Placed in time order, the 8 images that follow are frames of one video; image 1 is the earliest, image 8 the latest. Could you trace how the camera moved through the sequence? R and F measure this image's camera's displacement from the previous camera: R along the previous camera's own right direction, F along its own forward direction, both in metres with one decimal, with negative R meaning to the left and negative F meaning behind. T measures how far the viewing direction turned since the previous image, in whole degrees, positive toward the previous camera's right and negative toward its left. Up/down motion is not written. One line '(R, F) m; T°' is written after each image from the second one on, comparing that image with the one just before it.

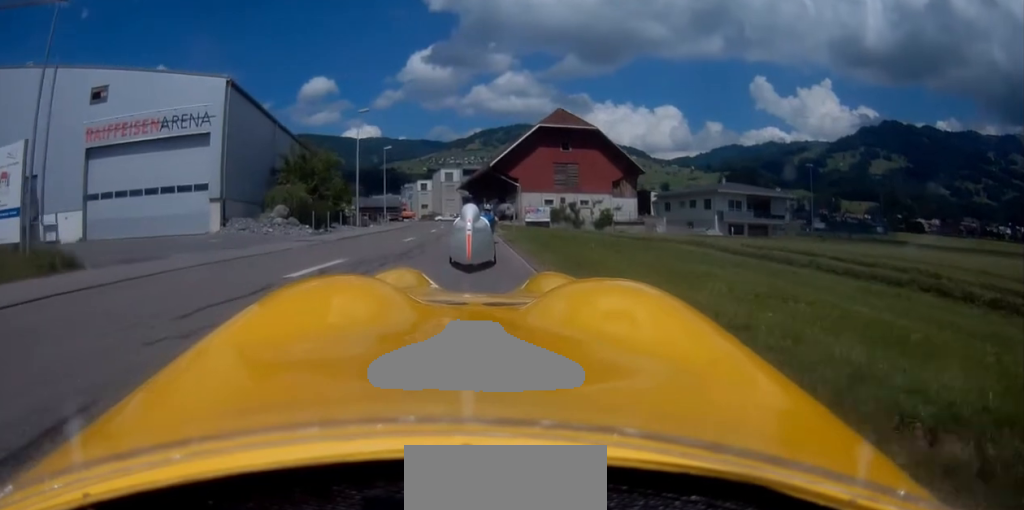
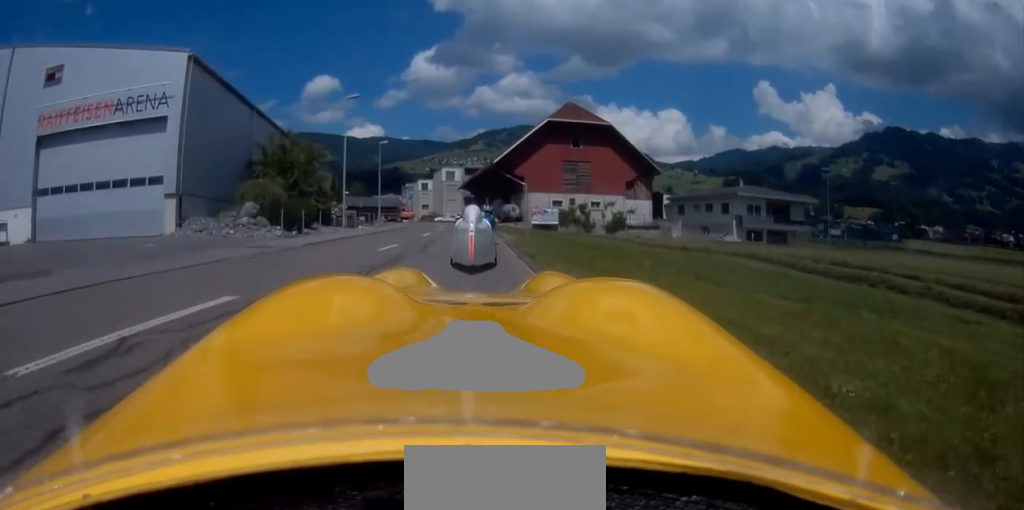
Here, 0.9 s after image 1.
(+0.2, +4.8) m; +2°
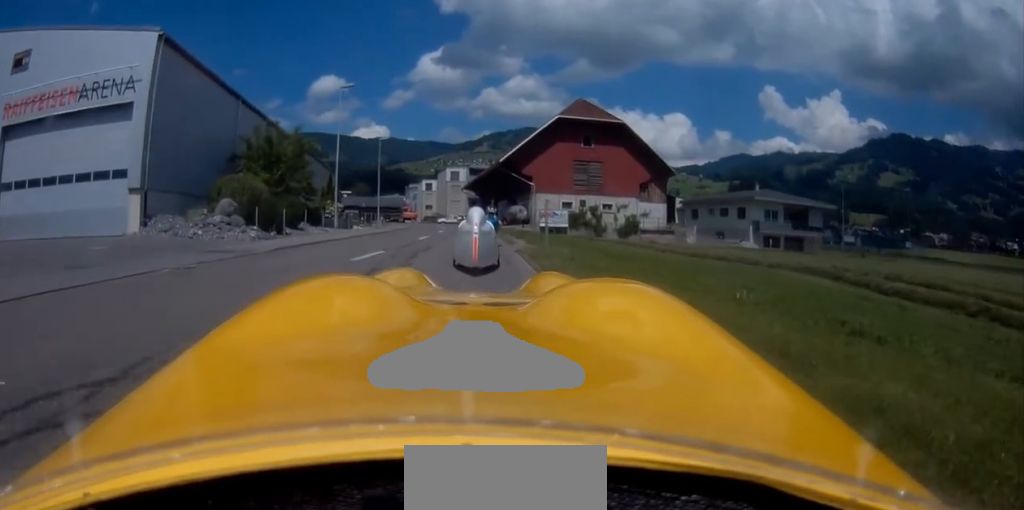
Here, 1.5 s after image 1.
(0.0, +3.2) m; 0°
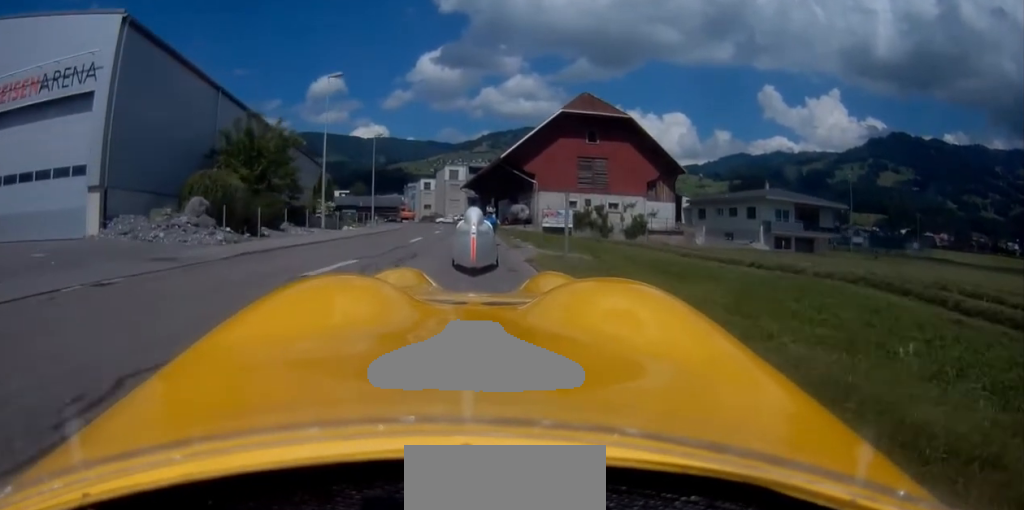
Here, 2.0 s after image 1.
(0.0, +2.6) m; 0°
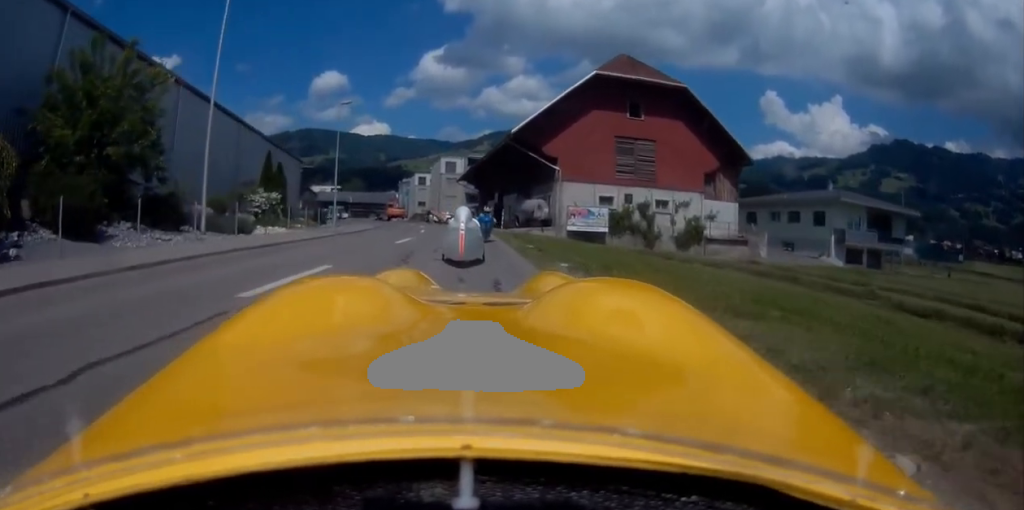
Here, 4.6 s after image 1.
(+0.2, +13.8) m; +1°
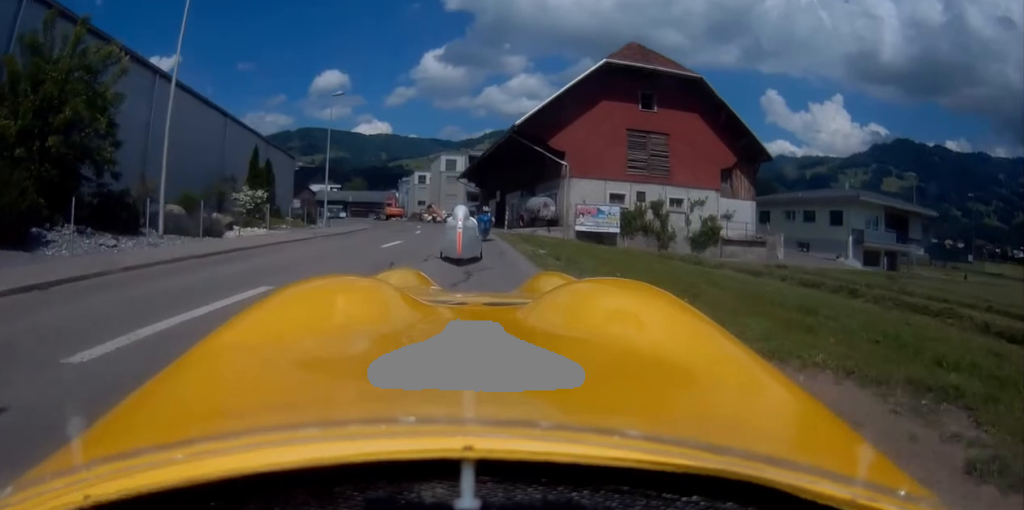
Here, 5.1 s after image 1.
(0.0, +2.6) m; 0°
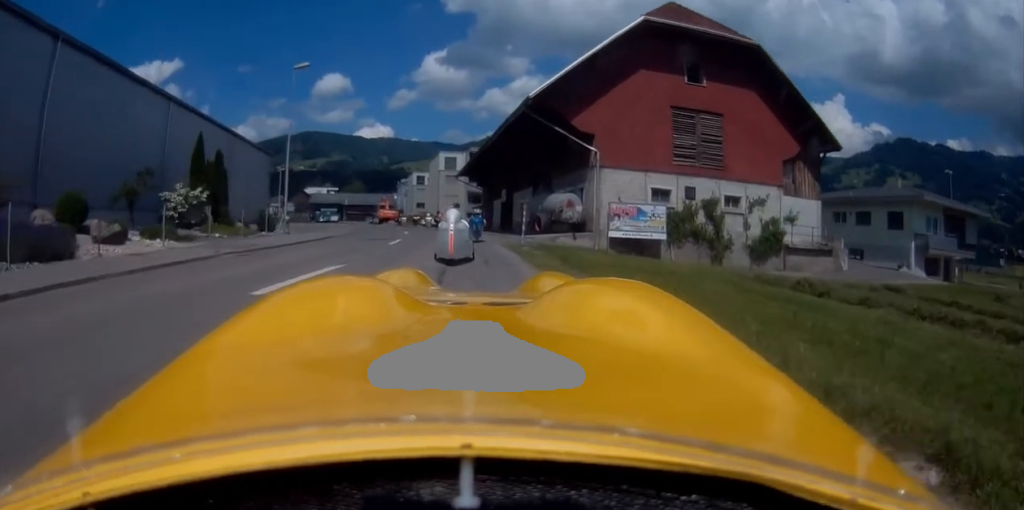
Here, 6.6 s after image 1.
(0.0, +7.8) m; 0°
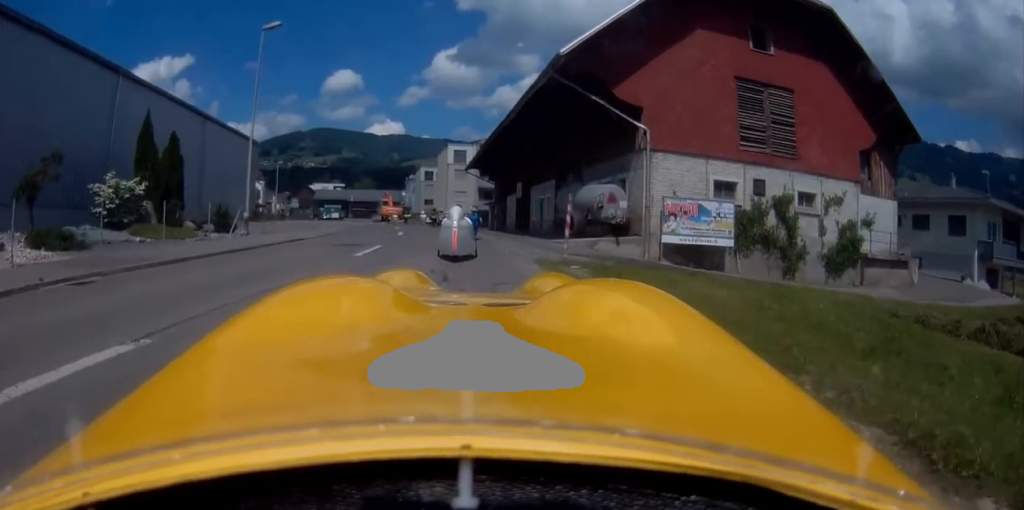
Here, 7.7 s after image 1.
(+0.1, +5.8) m; +1°
